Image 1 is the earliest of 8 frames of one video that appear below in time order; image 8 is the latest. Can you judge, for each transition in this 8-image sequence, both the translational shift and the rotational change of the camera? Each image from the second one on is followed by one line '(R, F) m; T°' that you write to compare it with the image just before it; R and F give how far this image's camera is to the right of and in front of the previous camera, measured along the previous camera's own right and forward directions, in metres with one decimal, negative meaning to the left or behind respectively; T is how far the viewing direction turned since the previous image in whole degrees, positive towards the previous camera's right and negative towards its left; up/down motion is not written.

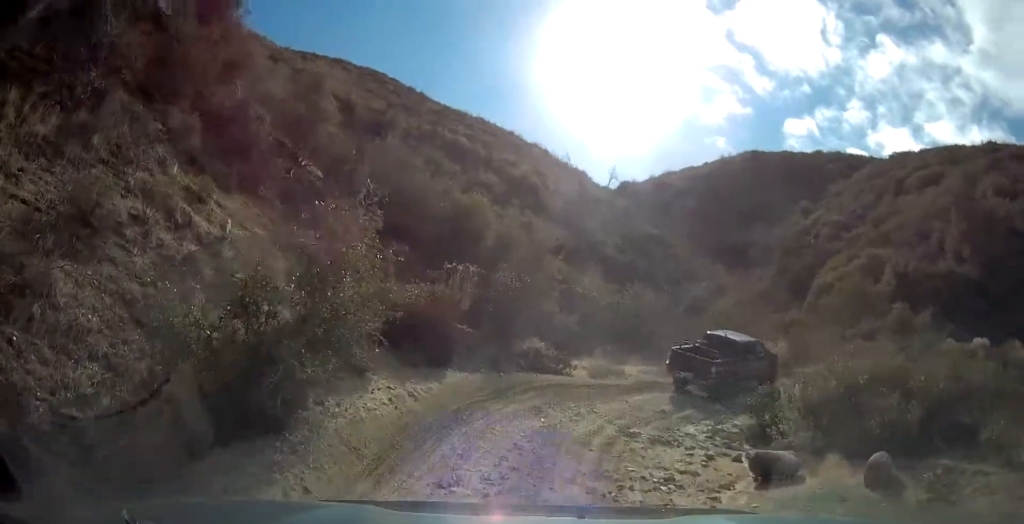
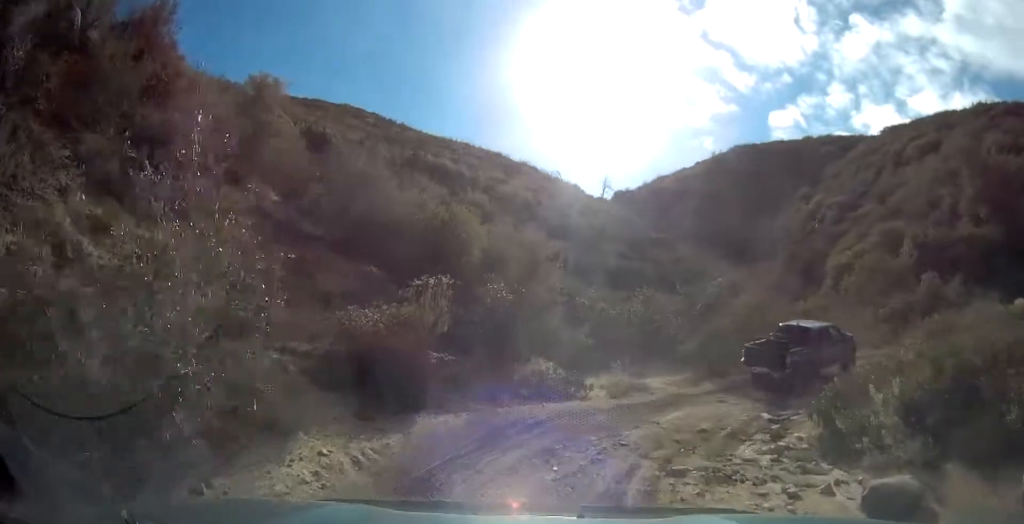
(-0.1, +2.9) m; -2°
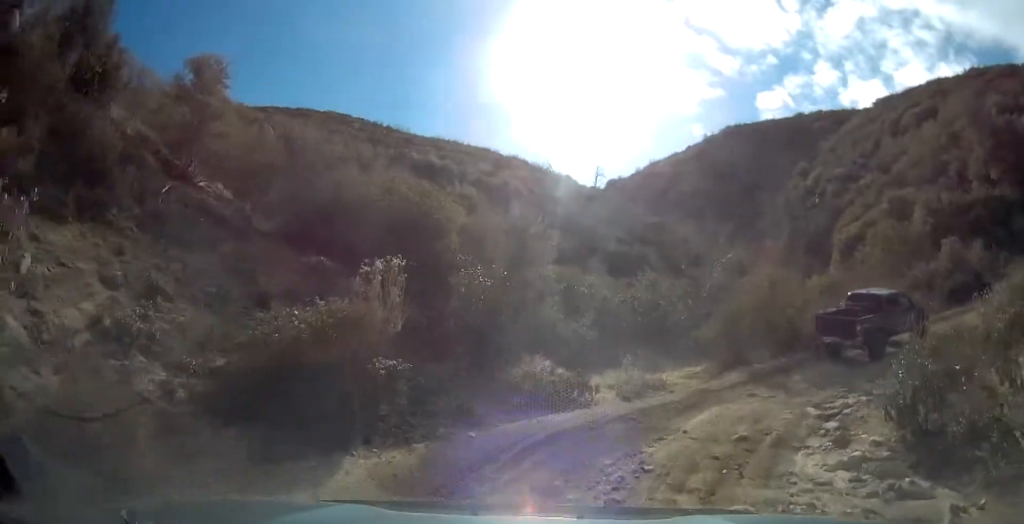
(-0.4, +2.6) m; 0°
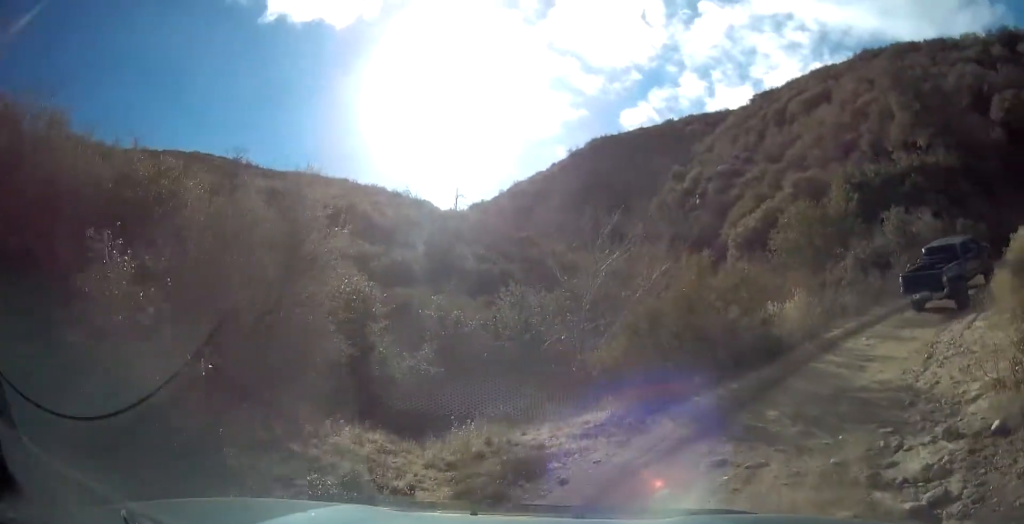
(+1.2, +6.8) m; +14°
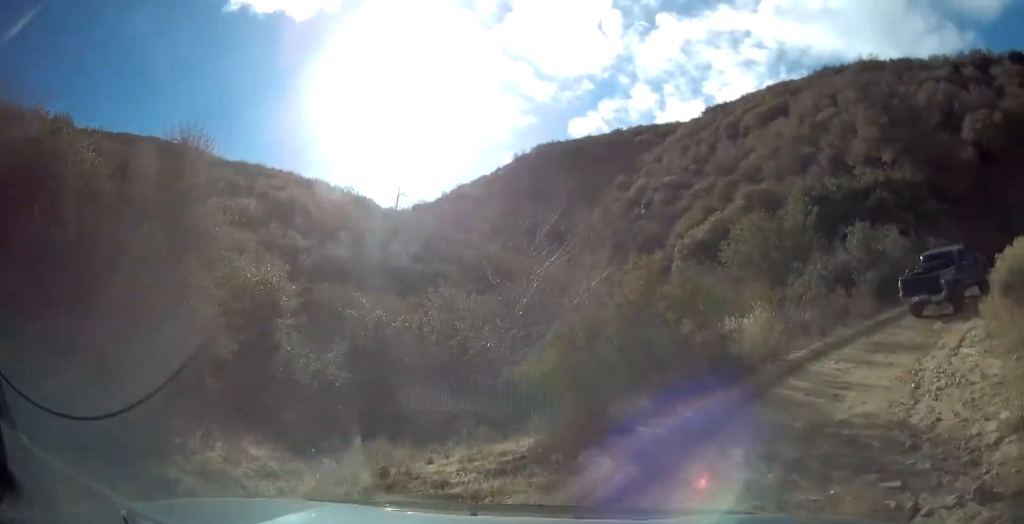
(0.0, +2.1) m; +4°
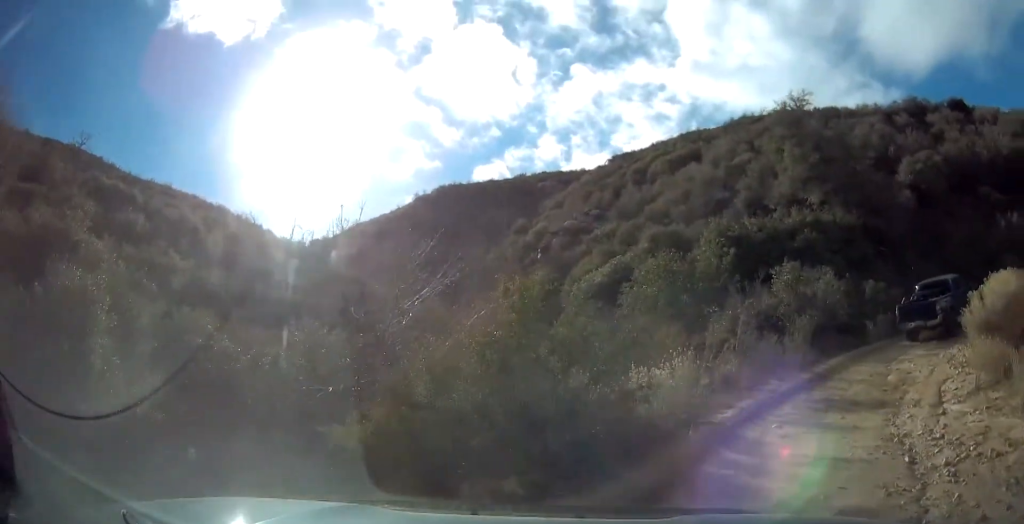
(+0.3, +3.5) m; +11°
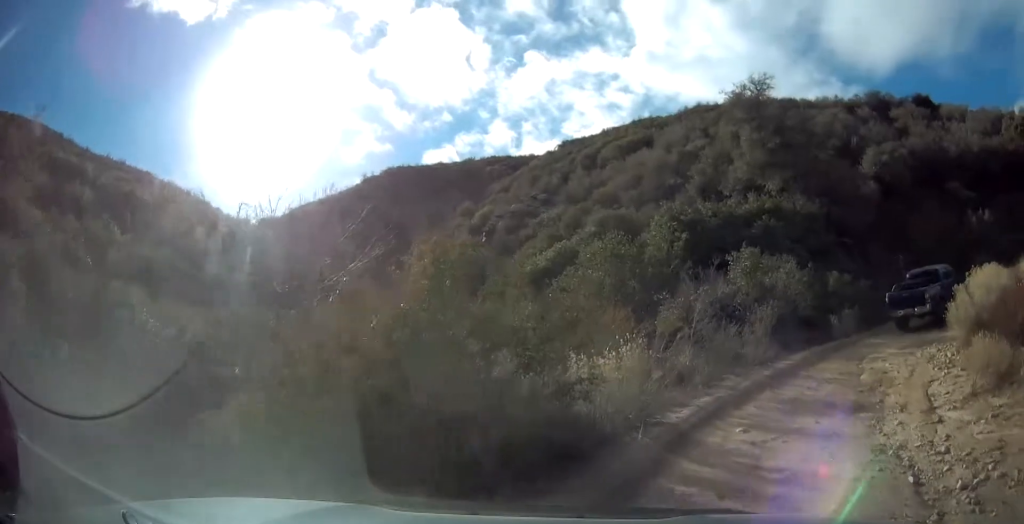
(+0.1, +1.5) m; +6°
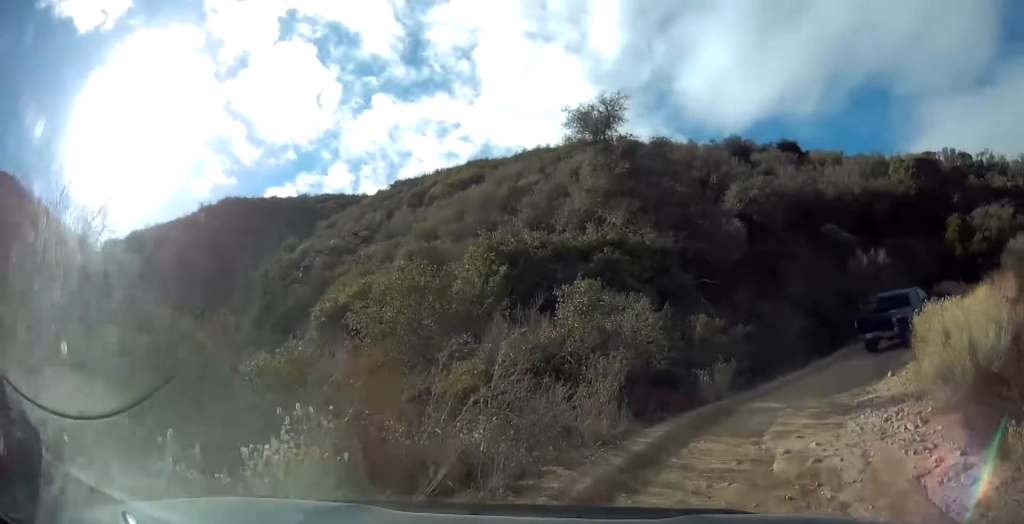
(+0.8, +3.9) m; +25°
